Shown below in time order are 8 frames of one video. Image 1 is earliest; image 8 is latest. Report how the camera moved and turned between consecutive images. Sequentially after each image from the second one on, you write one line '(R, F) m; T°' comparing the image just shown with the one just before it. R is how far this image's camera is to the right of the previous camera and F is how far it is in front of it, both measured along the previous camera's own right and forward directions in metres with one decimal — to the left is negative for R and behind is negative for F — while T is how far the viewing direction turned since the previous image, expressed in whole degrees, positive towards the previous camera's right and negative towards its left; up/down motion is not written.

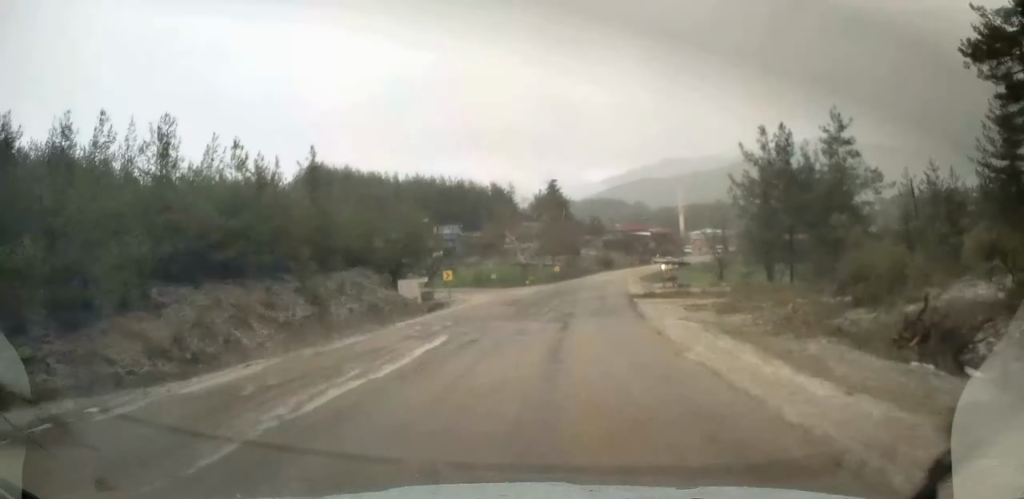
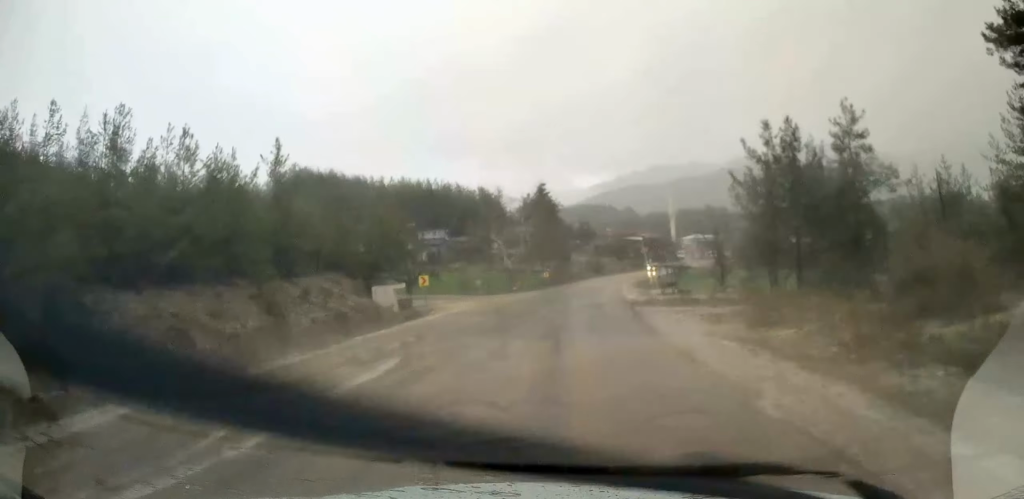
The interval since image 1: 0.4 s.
(+0.1, +4.5) m; +1°
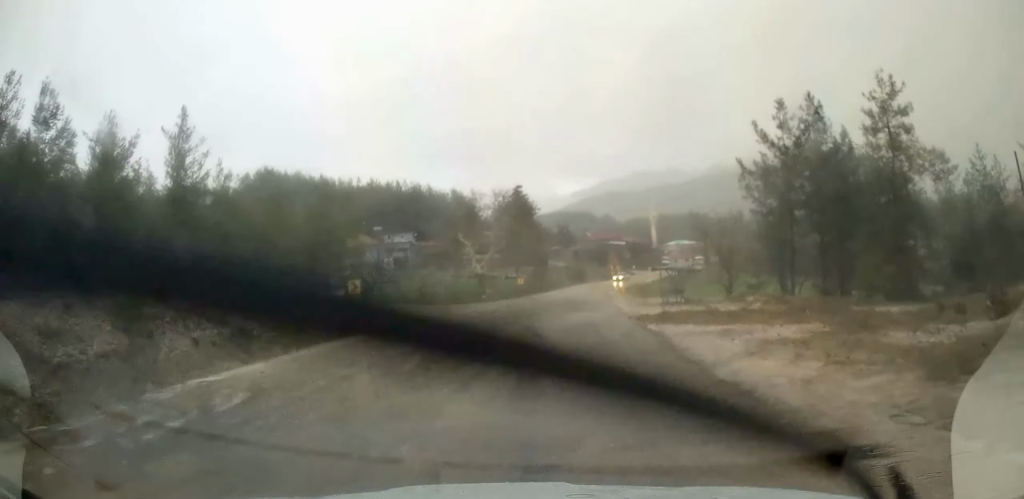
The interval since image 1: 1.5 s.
(+0.2, +10.2) m; +1°
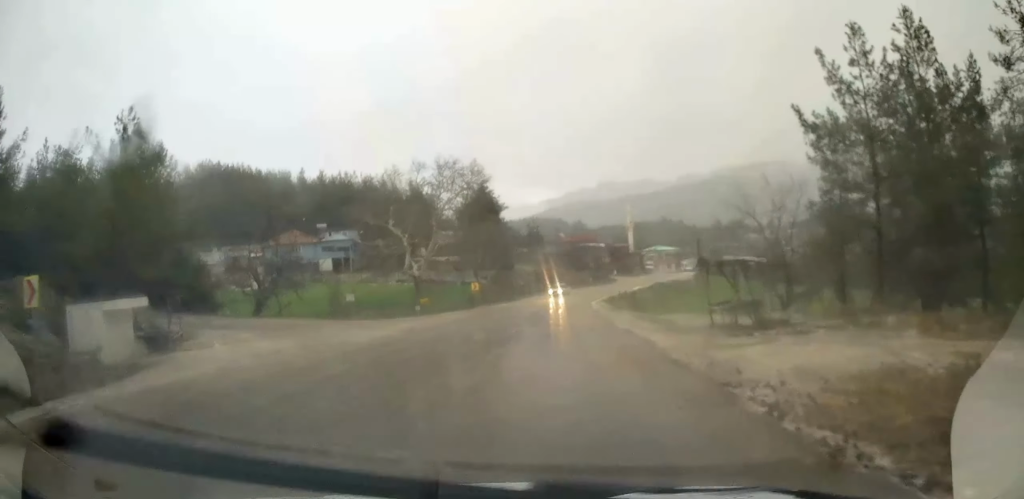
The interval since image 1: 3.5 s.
(+0.7, +19.0) m; +3°
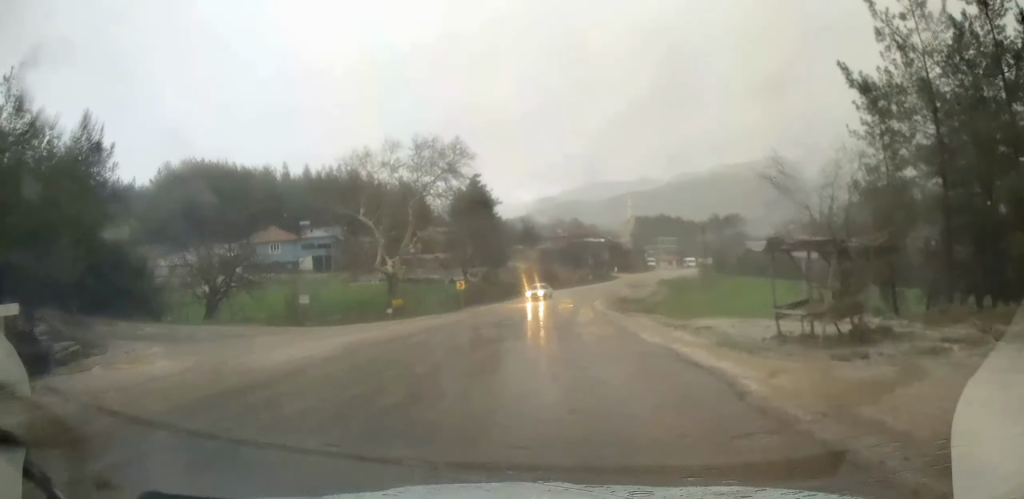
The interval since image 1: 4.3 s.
(-0.1, +7.0) m; -2°
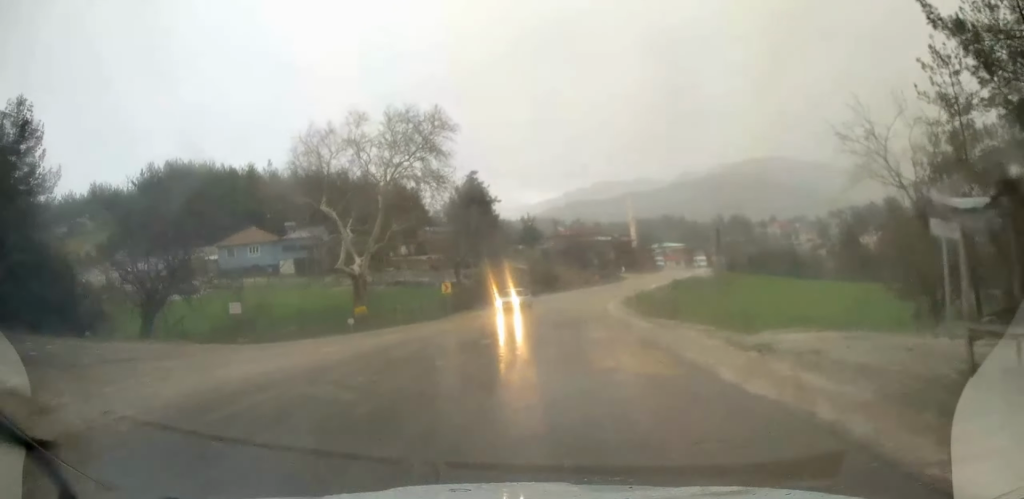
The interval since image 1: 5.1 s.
(-0.2, +7.9) m; 0°
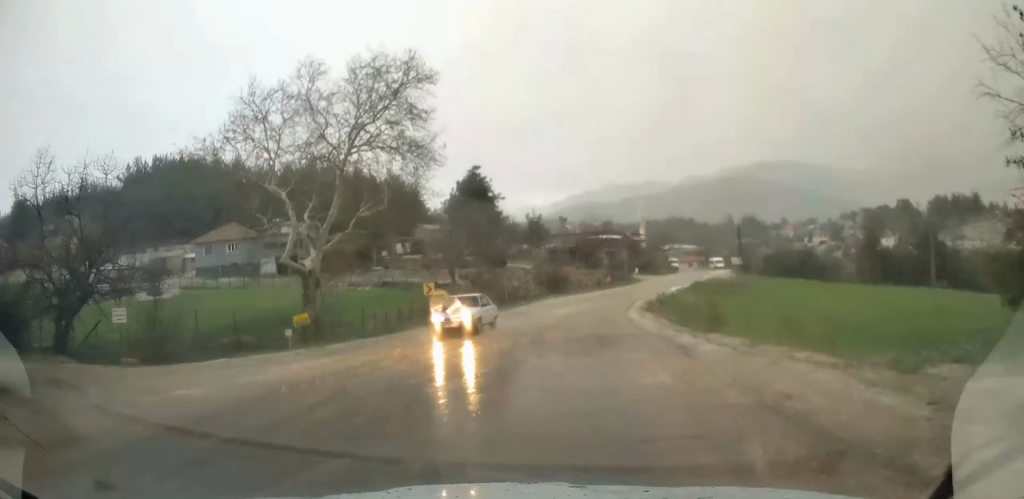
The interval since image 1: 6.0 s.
(+0.1, +8.1) m; +2°
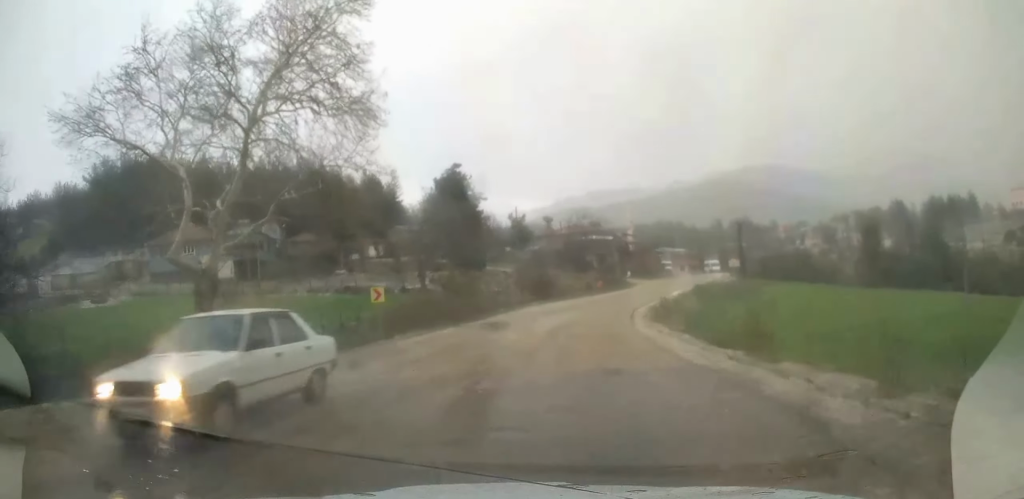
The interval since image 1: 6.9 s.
(+0.2, +7.4) m; +1°
